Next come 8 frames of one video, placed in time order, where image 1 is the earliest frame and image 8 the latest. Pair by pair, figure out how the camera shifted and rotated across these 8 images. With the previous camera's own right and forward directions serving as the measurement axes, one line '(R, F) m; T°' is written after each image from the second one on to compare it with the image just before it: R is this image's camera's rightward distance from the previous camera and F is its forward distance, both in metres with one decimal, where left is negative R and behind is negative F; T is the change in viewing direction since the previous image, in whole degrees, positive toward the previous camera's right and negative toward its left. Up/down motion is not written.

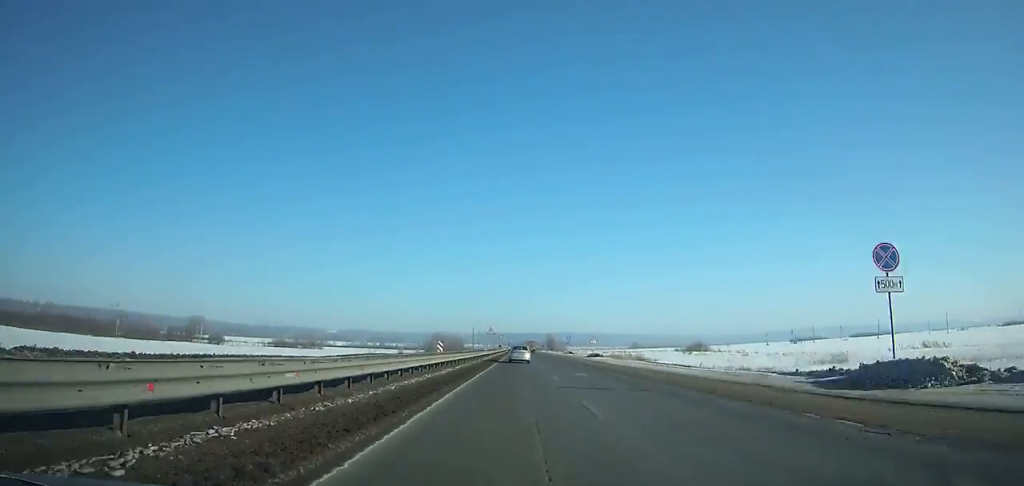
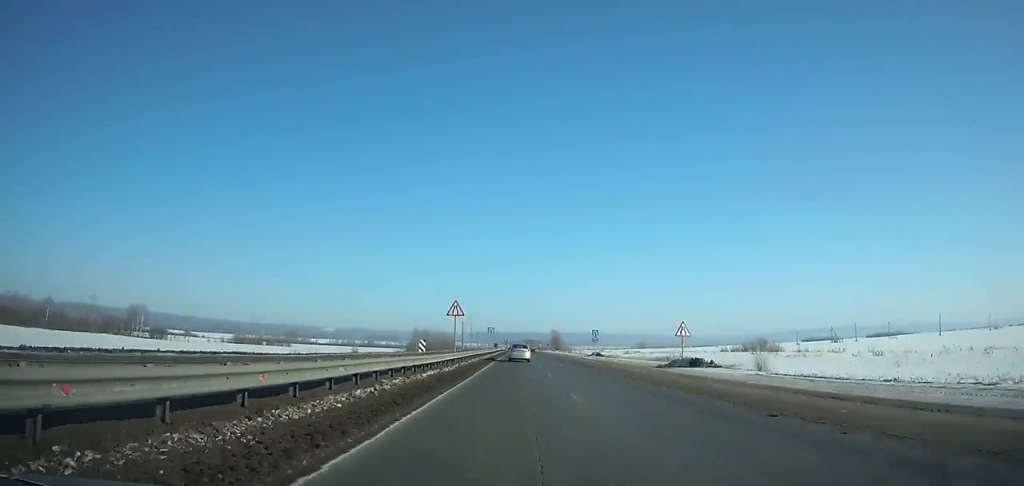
(-0.1, +44.3) m; 0°
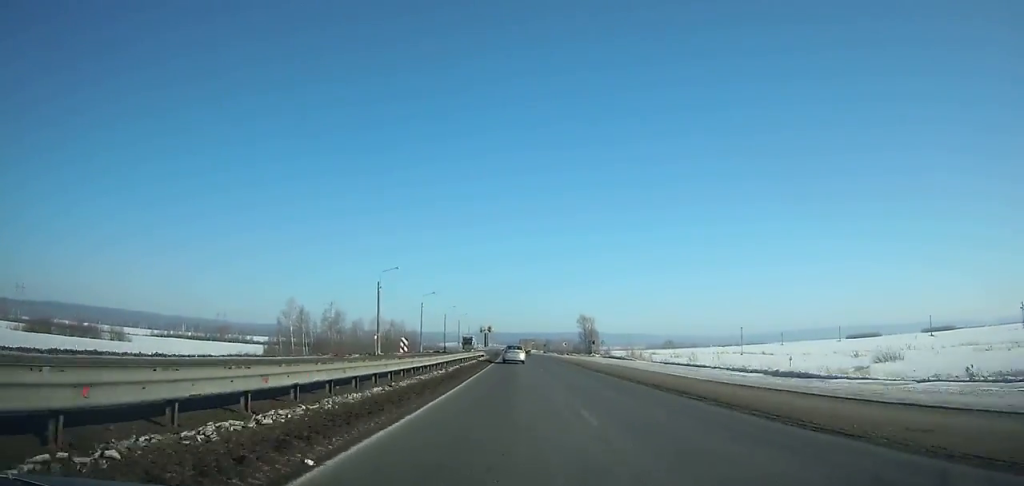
(-0.6, +121.0) m; -1°
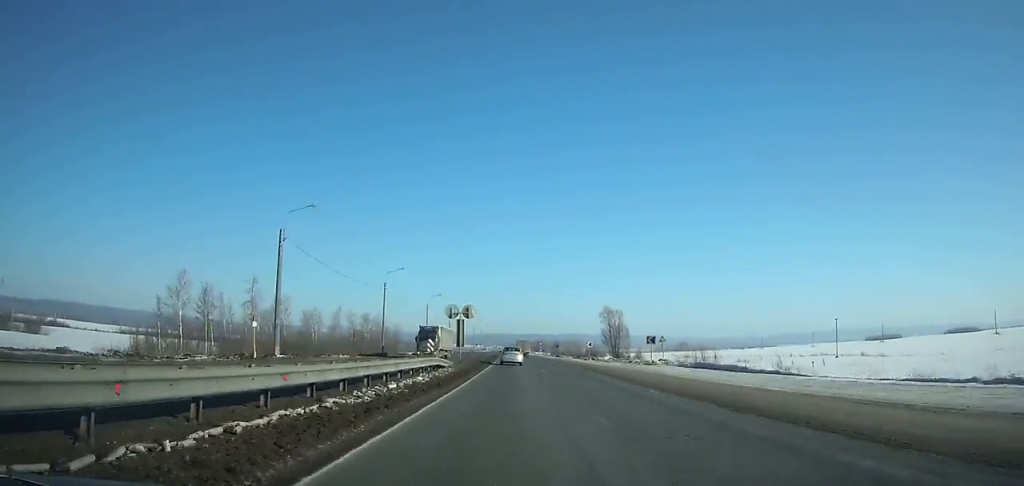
(-0.1, +35.5) m; -1°
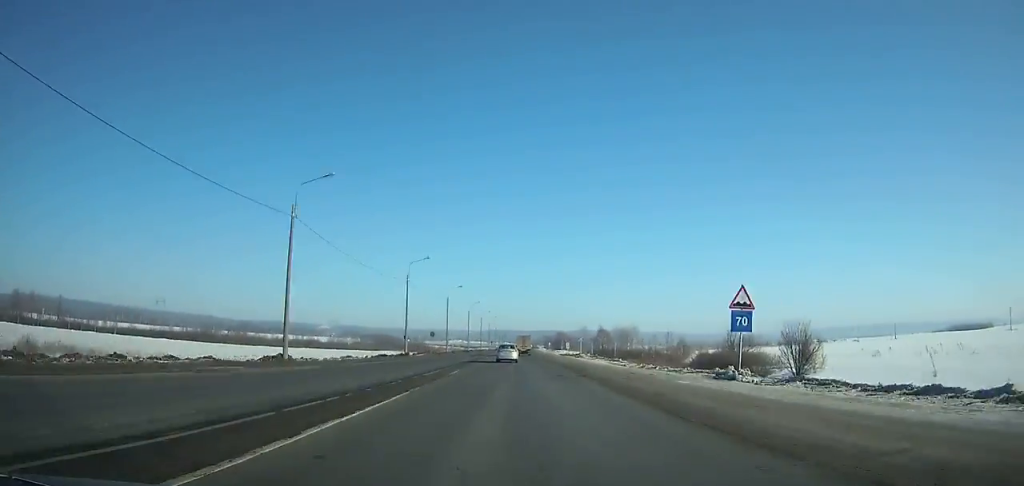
(-0.3, +148.0) m; +1°
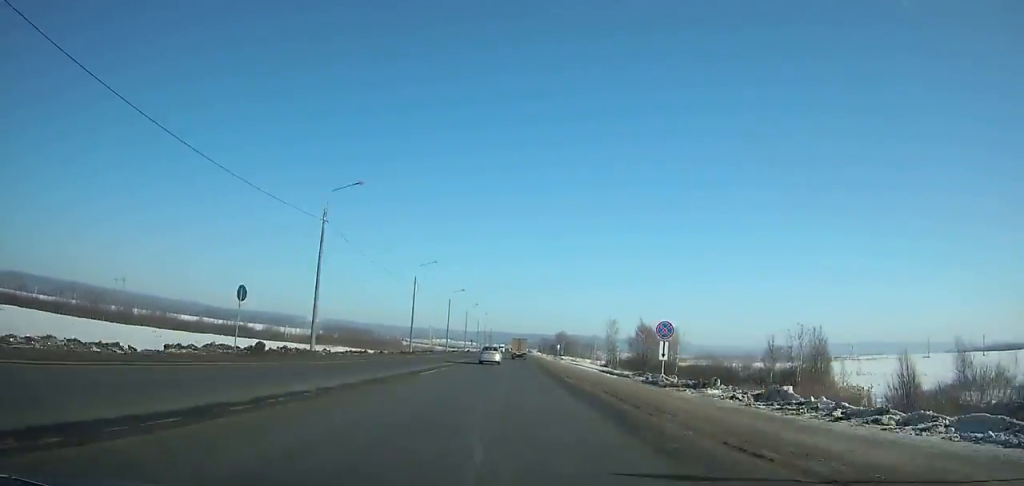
(+0.4, +65.5) m; 0°
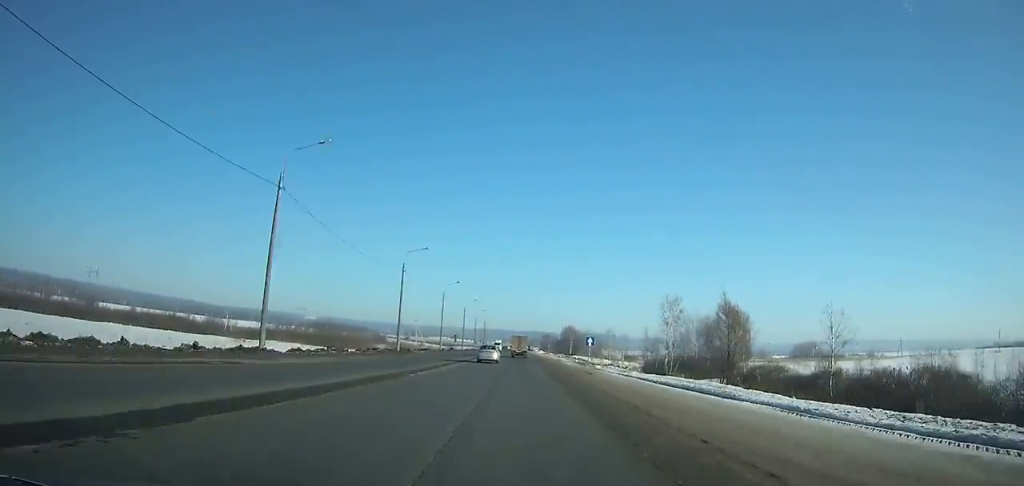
(+0.1, +43.5) m; 0°
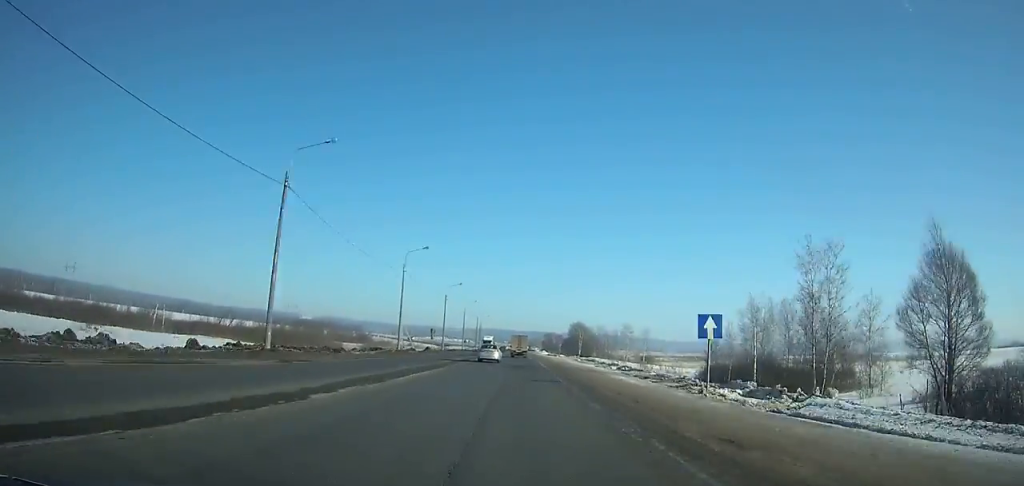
(+0.1, +34.1) m; 0°
